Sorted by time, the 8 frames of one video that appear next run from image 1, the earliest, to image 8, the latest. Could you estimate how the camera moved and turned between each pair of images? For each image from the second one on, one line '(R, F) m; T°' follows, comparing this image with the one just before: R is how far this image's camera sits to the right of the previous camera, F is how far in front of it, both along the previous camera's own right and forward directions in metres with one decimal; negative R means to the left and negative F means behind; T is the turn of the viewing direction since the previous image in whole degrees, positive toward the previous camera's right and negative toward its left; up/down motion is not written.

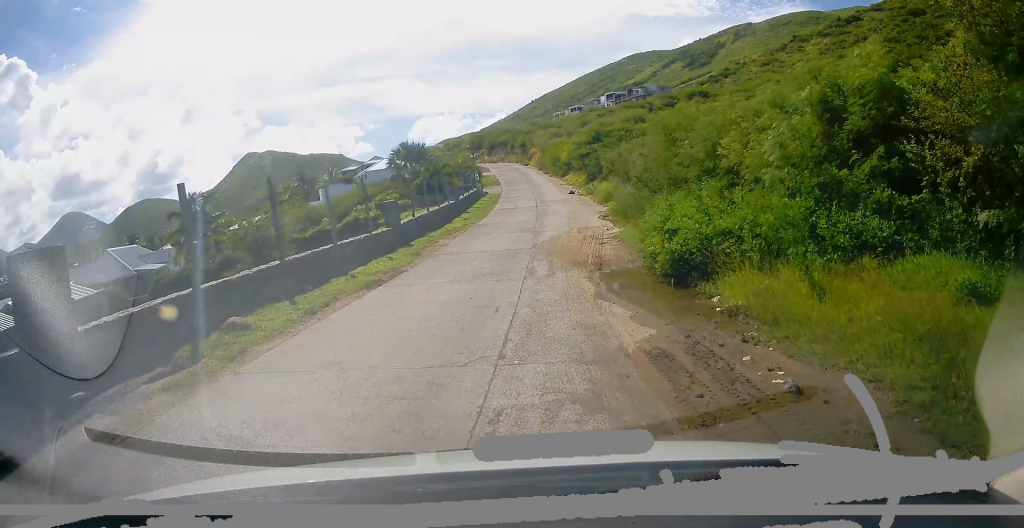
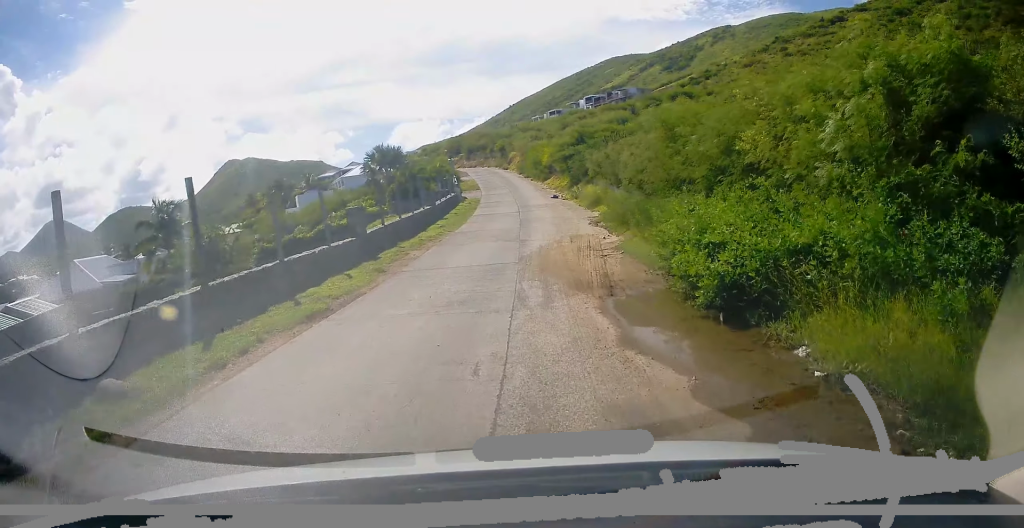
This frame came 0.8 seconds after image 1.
(-0.1, +2.6) m; +7°
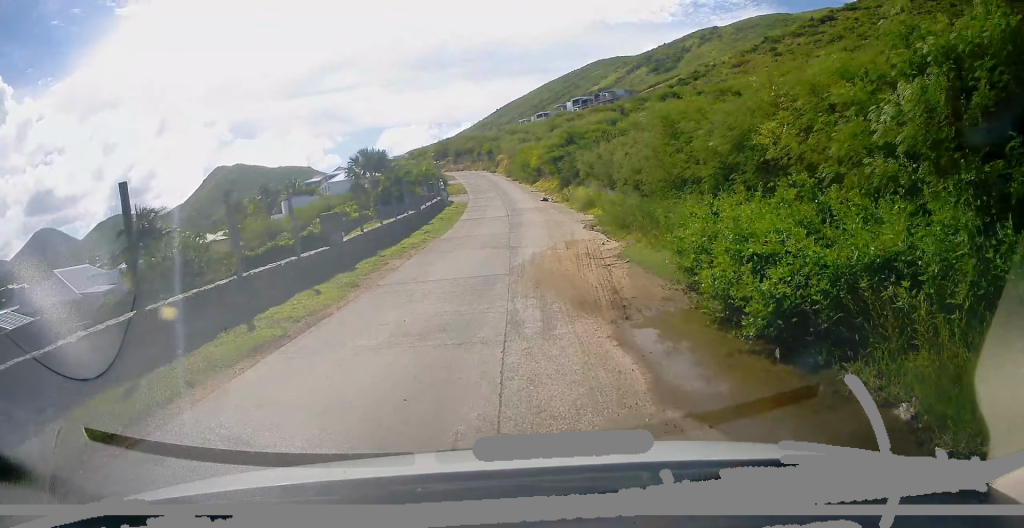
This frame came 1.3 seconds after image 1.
(+0.2, +1.6) m; +4°
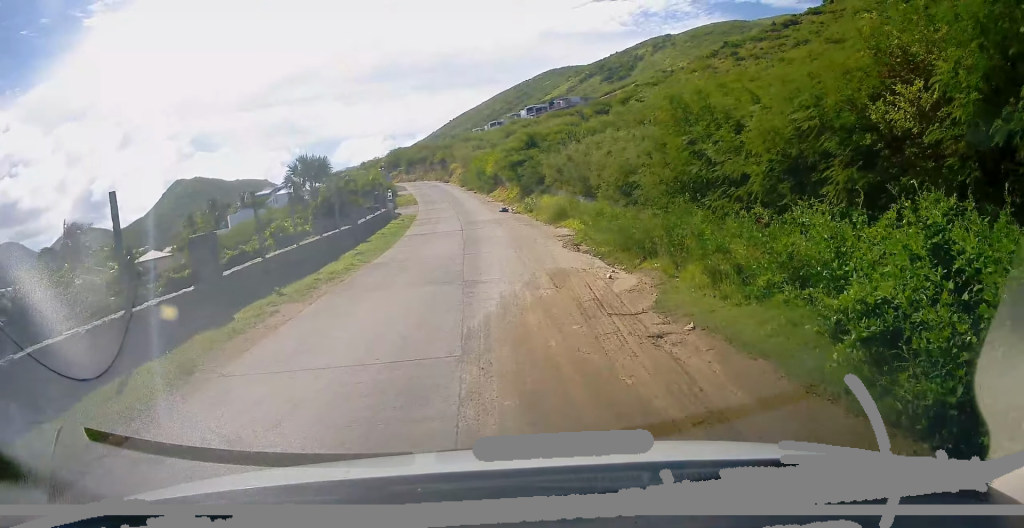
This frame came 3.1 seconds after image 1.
(+0.4, +5.6) m; +4°
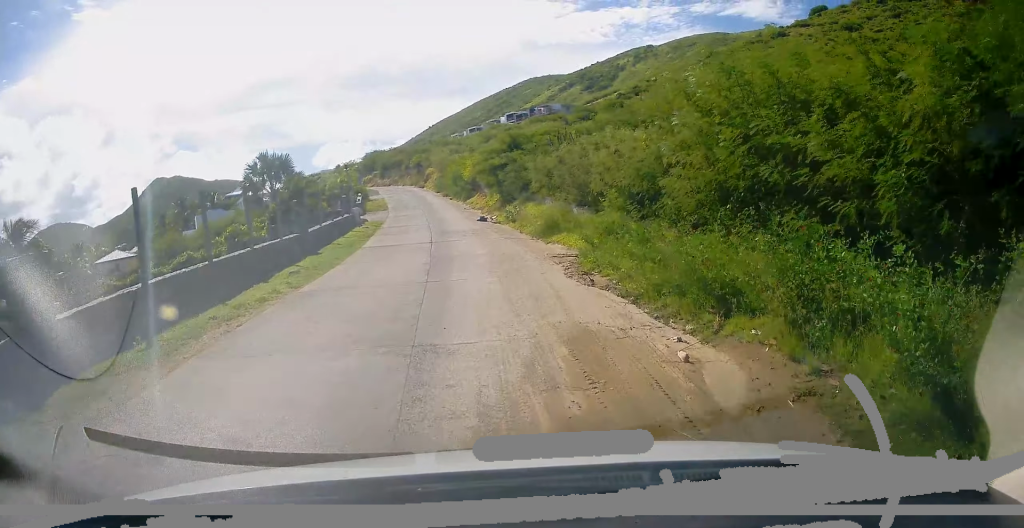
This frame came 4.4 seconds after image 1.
(0.0, +4.4) m; 0°
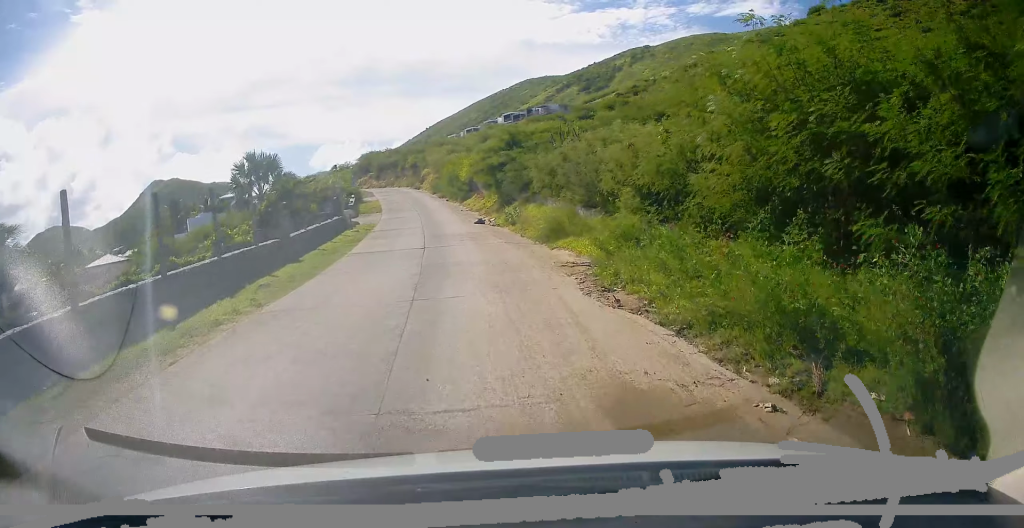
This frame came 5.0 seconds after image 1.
(0.0, +1.9) m; 0°
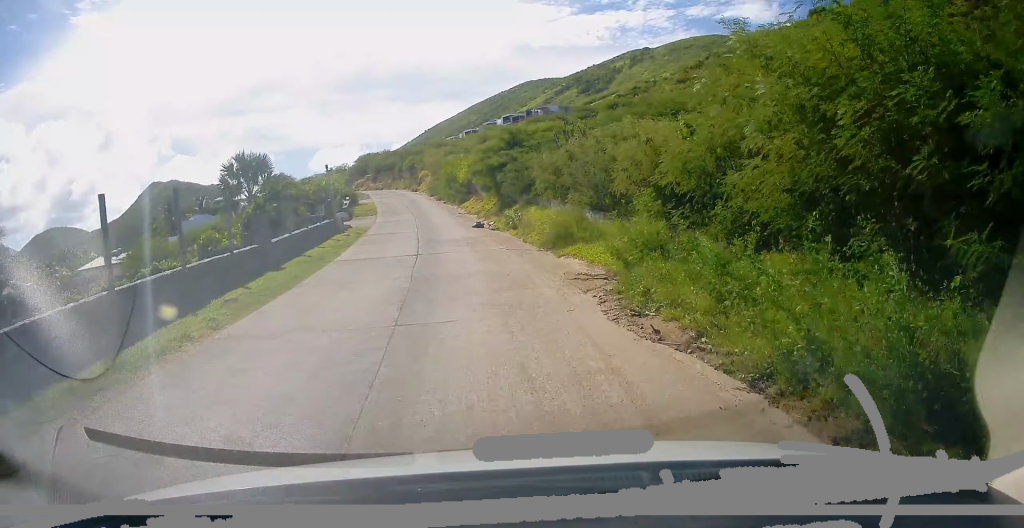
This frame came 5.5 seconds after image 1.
(0.0, +1.7) m; 0°
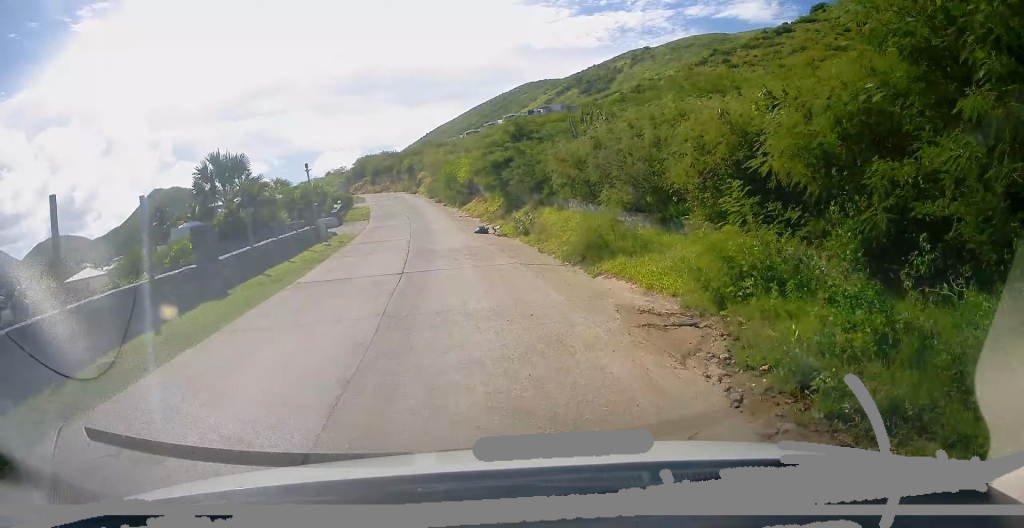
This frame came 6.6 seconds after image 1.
(0.0, +4.2) m; -2°
